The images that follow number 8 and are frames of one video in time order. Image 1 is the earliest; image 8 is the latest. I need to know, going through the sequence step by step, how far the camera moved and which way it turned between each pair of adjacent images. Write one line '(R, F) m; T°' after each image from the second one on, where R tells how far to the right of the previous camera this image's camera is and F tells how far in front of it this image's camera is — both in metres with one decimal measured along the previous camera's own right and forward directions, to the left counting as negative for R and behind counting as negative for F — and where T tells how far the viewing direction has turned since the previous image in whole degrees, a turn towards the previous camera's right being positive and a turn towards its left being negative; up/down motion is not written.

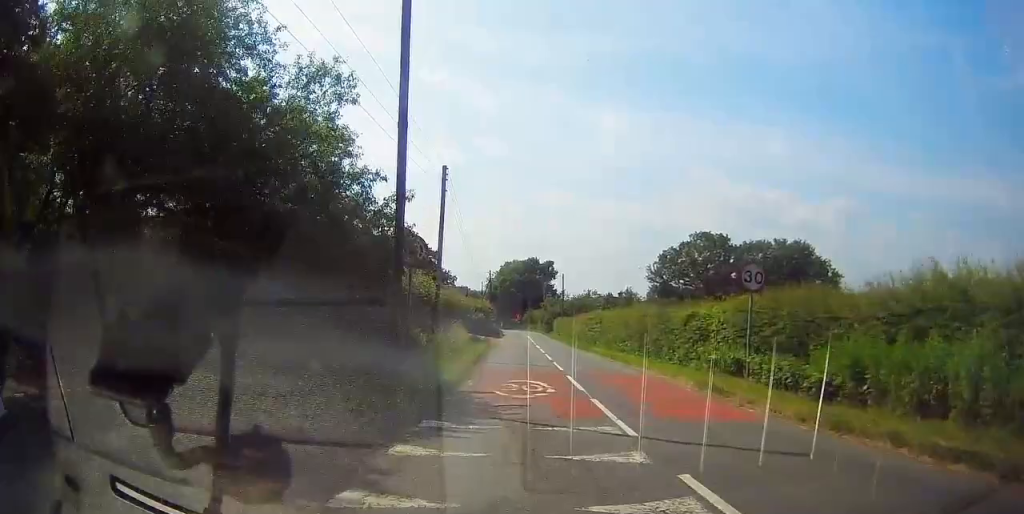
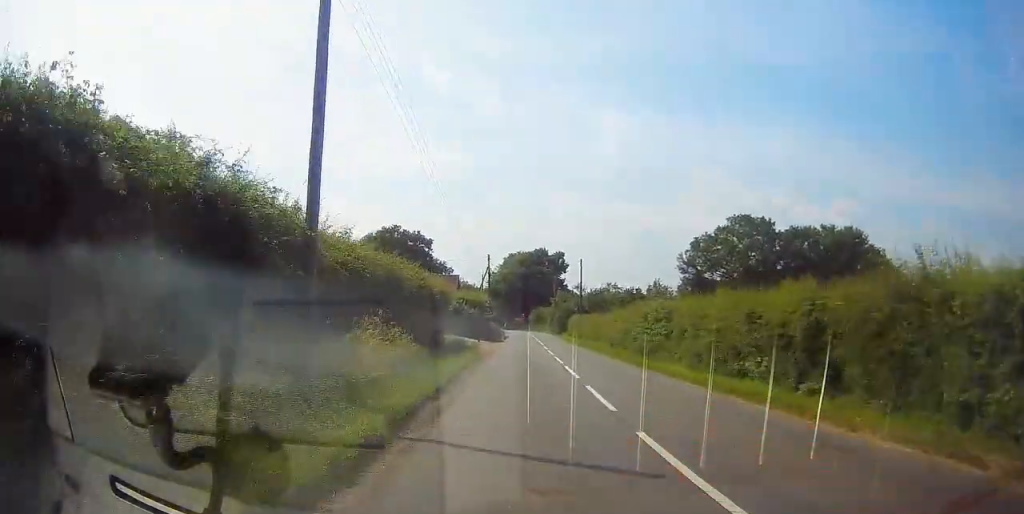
(-0.8, +16.6) m; -3°
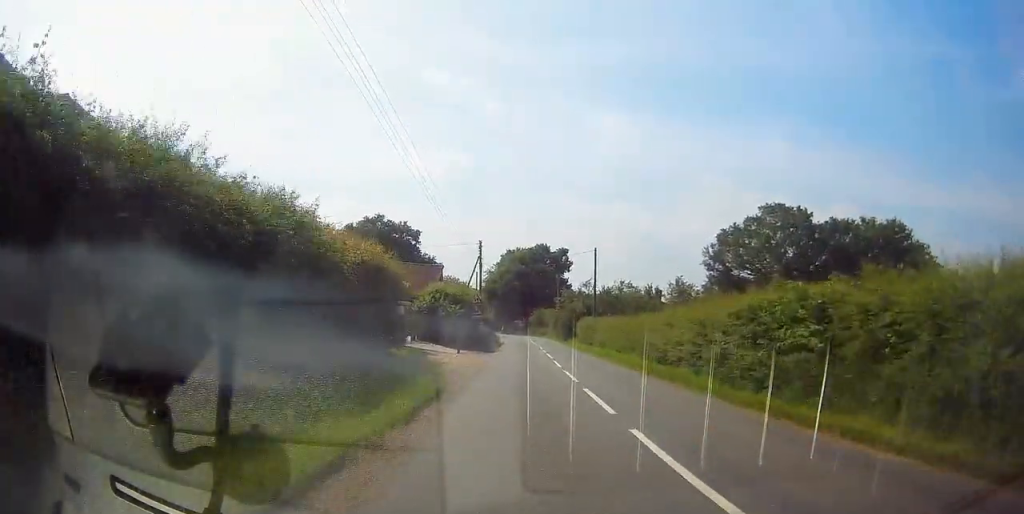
(0.0, +12.1) m; +1°
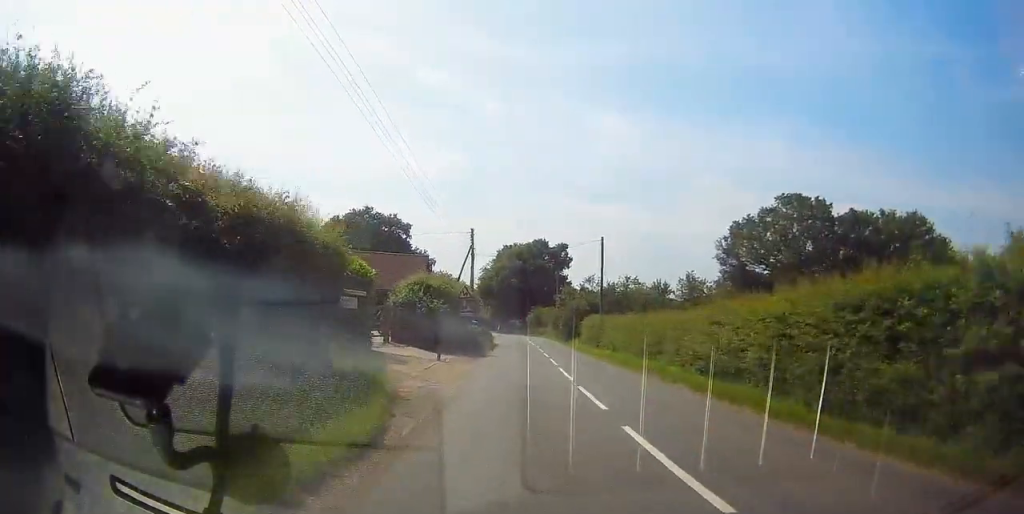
(+0.1, +5.8) m; +1°
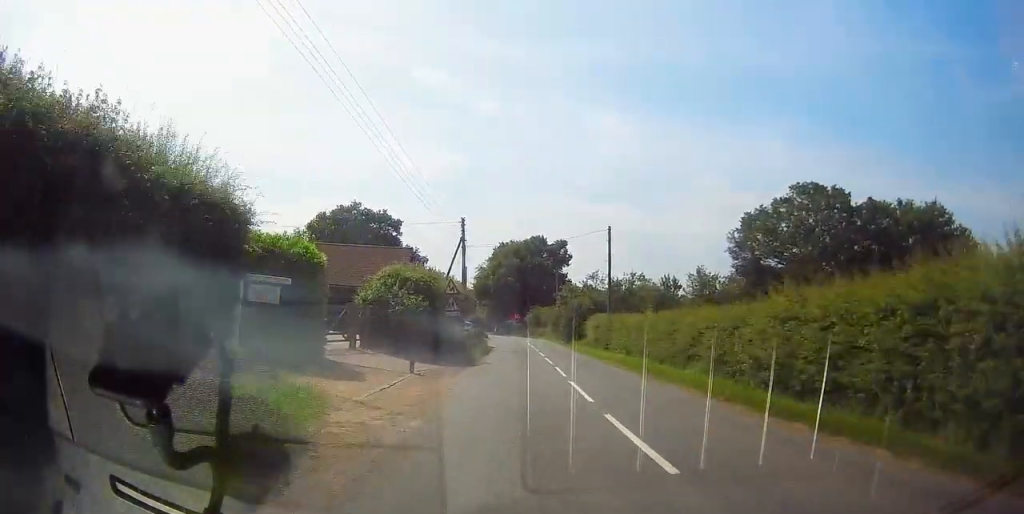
(0.0, +4.9) m; +1°
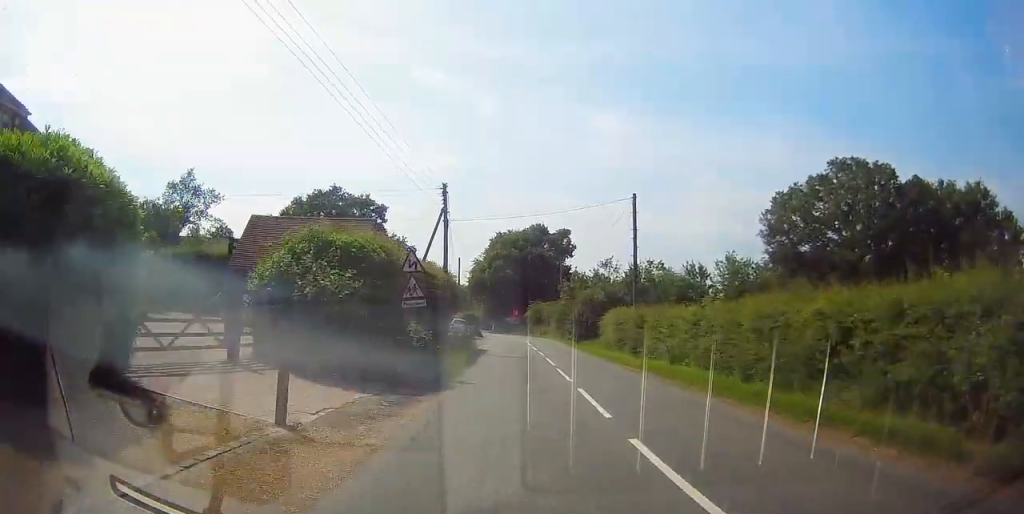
(0.0, +9.0) m; 0°
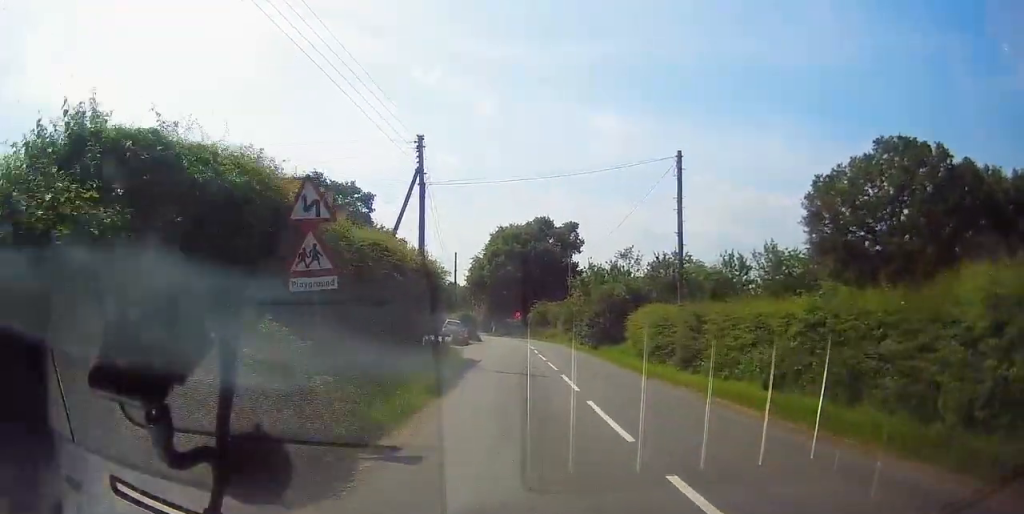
(0.0, +8.2) m; -1°
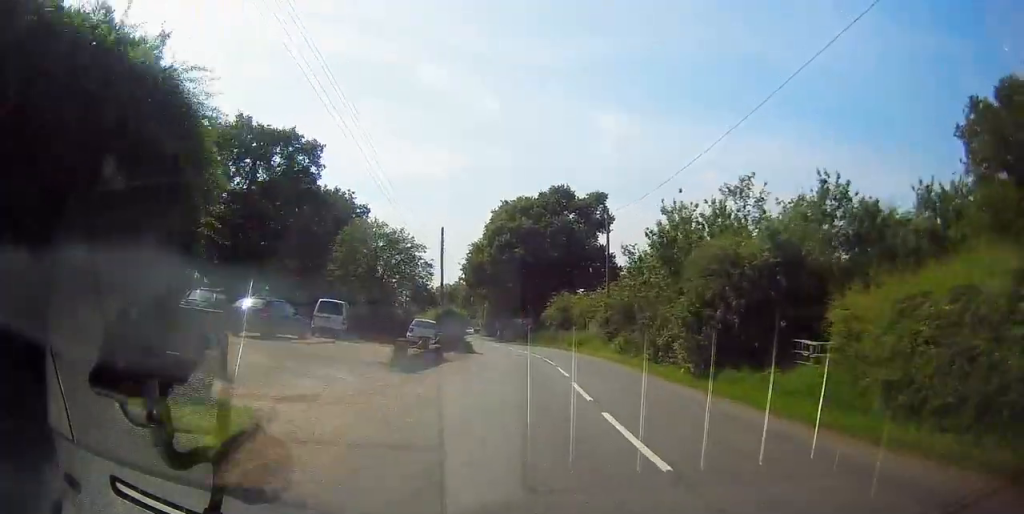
(-0.6, +20.8) m; -1°
